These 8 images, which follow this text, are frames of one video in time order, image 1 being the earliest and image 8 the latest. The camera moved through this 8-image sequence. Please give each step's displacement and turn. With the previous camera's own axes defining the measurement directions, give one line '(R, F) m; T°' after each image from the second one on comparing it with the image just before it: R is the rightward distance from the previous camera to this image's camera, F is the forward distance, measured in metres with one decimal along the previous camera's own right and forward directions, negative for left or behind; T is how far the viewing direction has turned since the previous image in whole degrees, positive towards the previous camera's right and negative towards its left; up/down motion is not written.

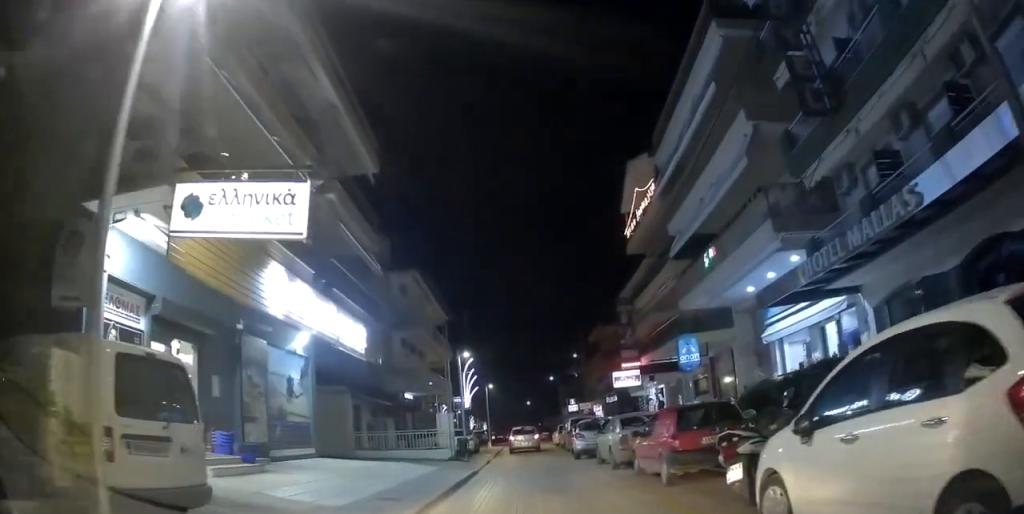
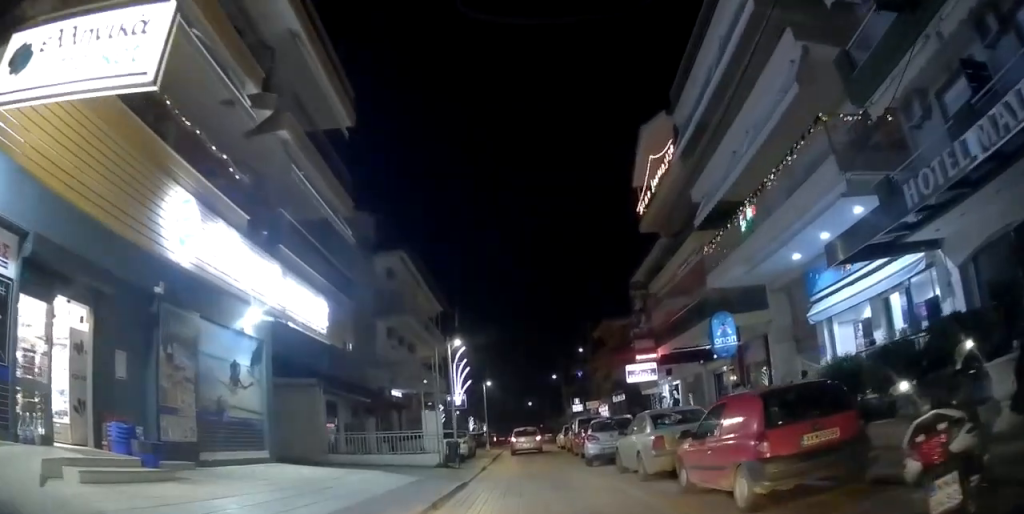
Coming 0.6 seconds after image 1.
(0.0, +3.7) m; 0°
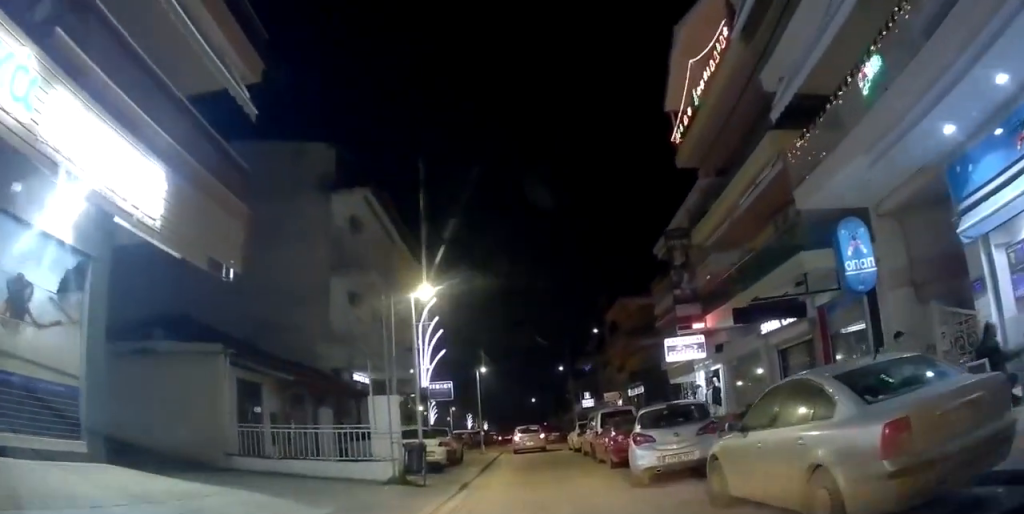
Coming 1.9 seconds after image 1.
(0.0, +7.3) m; 0°
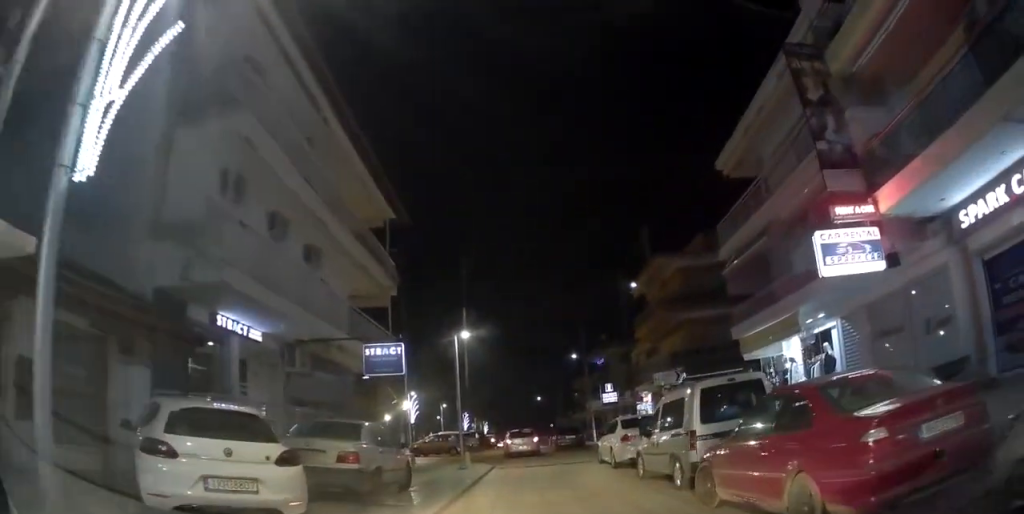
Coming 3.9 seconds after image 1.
(0.0, +11.3) m; 0°
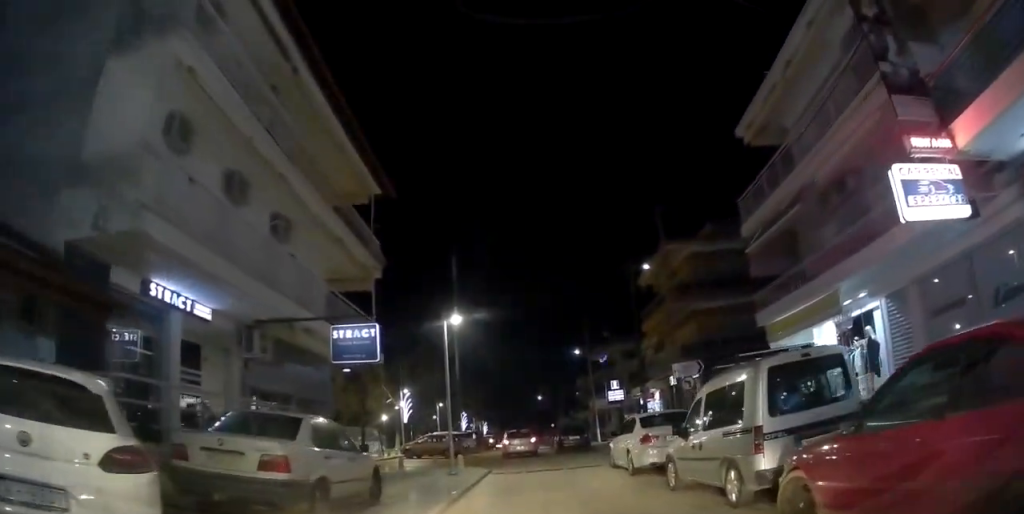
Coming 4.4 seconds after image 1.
(0.0, +2.6) m; 0°
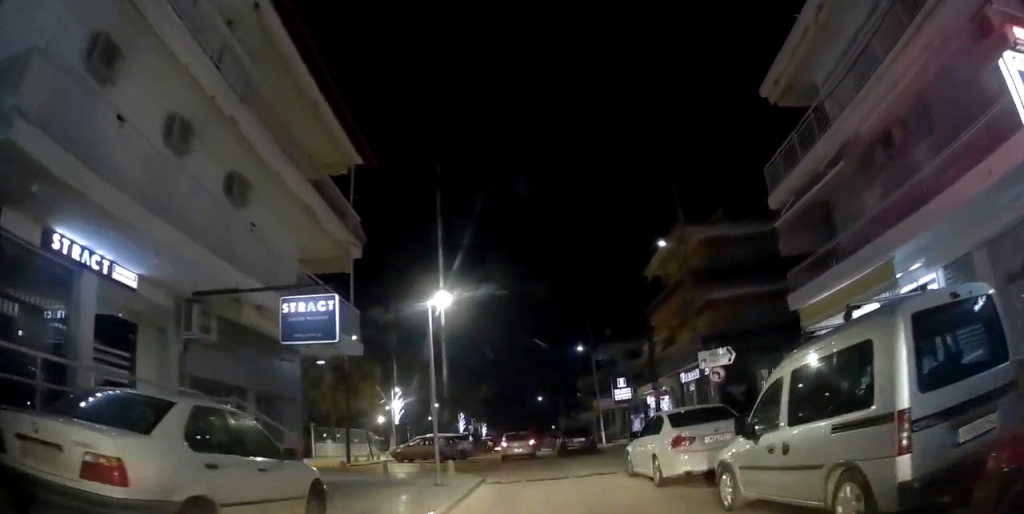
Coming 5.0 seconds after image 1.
(0.0, +2.7) m; 0°
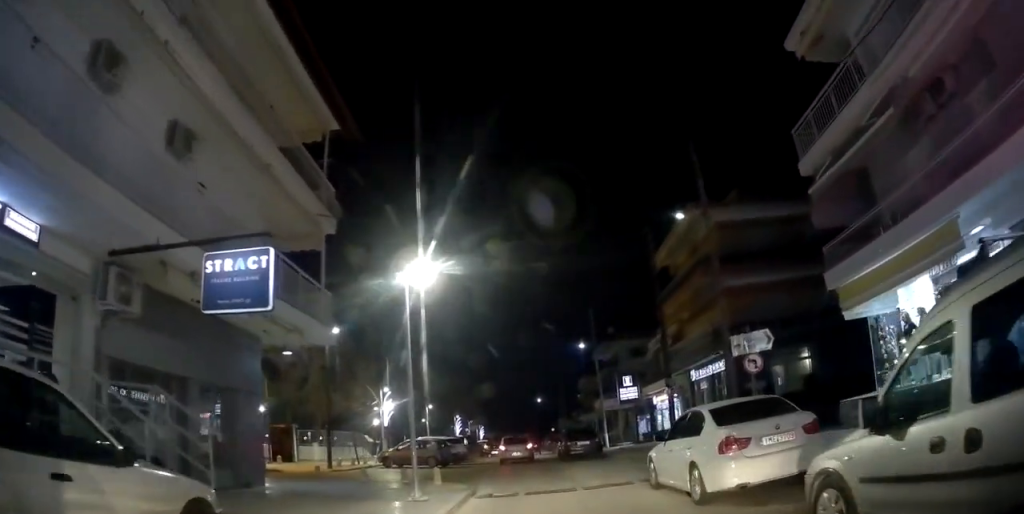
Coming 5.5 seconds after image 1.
(0.0, +2.5) m; +1°
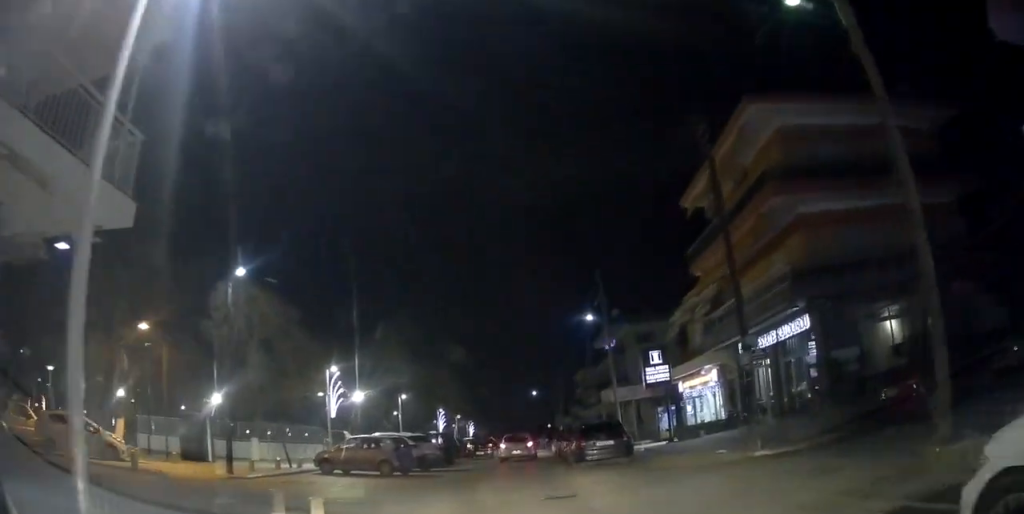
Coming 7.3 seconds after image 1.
(+0.1, +8.7) m; -2°
